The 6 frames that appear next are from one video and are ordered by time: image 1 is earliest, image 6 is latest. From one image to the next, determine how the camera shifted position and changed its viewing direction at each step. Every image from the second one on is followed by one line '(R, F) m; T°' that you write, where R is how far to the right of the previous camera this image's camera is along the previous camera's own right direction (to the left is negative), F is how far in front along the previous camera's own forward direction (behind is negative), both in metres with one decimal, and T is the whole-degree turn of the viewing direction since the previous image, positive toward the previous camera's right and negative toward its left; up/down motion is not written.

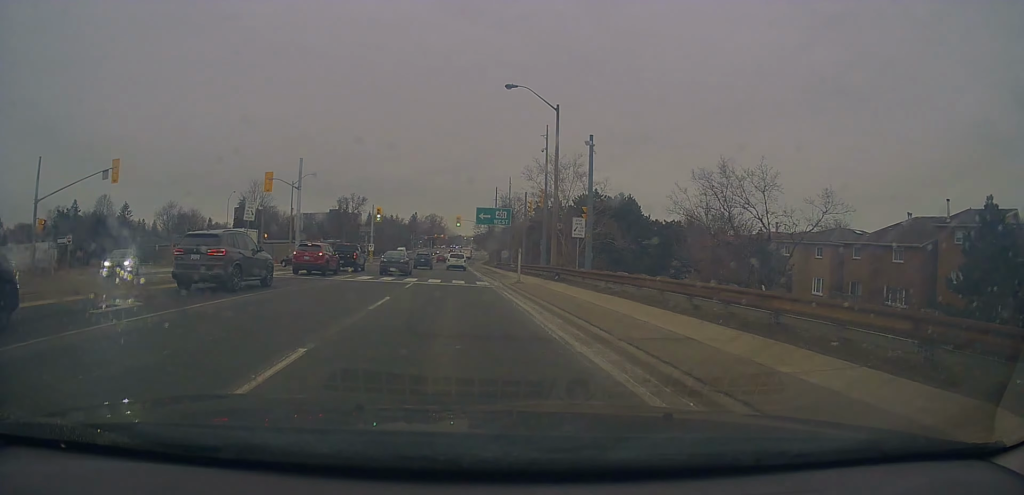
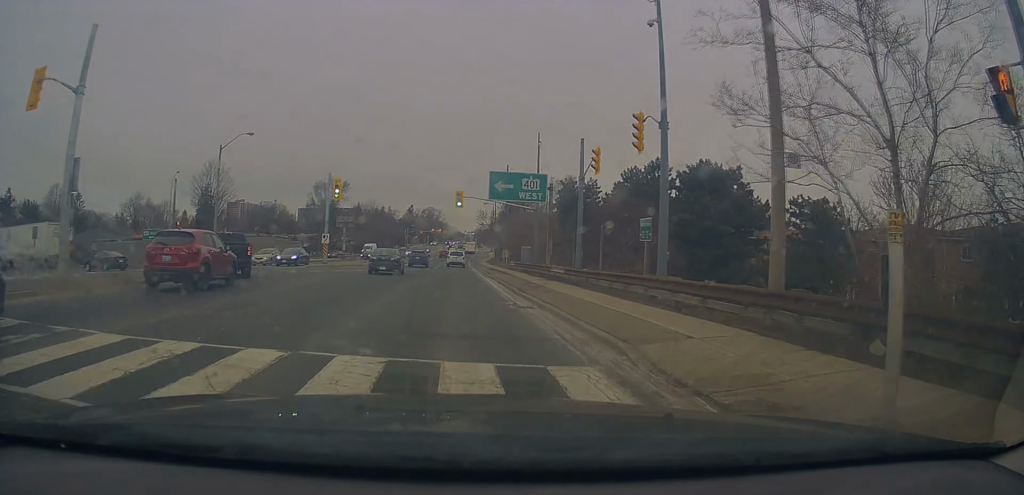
(+0.3, +24.1) m; -1°
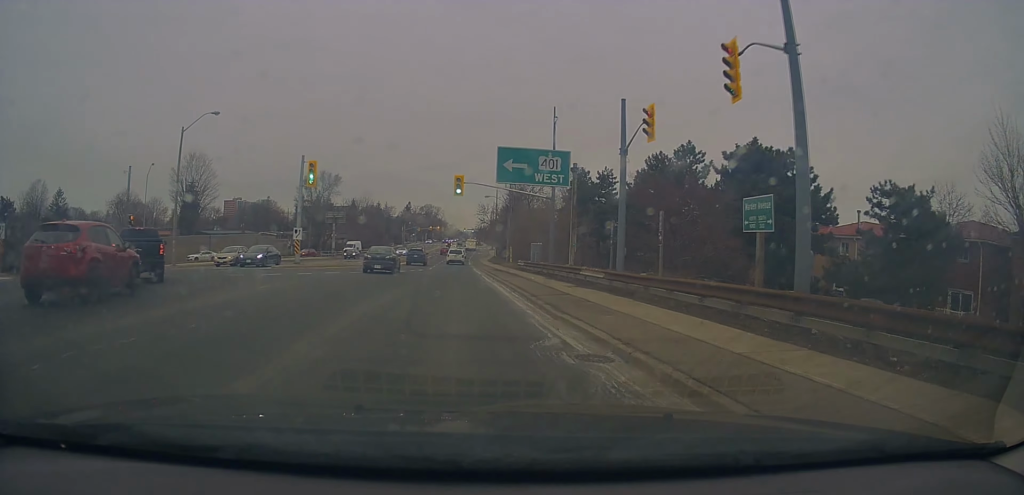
(0.0, +7.3) m; -1°
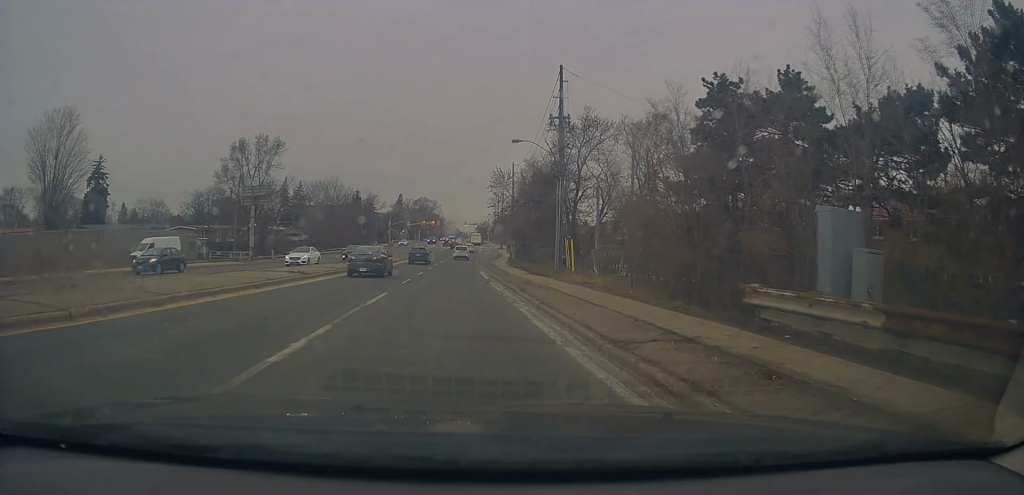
(+0.2, +36.2) m; +1°
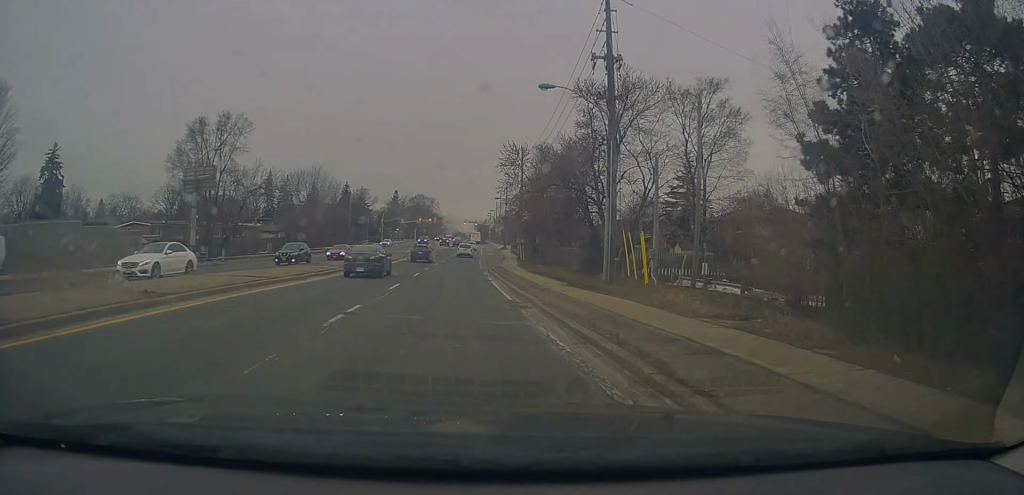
(0.0, +13.8) m; 0°
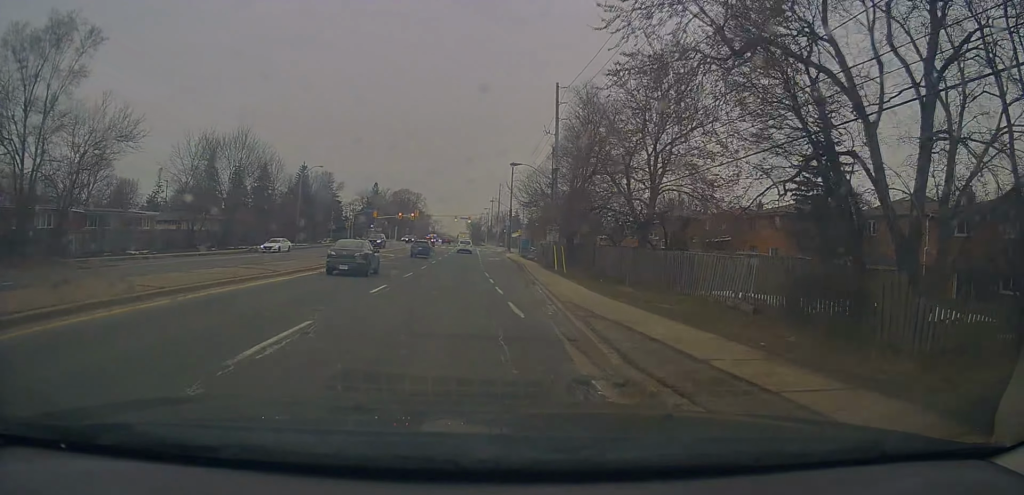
(-0.2, +35.3) m; -1°
